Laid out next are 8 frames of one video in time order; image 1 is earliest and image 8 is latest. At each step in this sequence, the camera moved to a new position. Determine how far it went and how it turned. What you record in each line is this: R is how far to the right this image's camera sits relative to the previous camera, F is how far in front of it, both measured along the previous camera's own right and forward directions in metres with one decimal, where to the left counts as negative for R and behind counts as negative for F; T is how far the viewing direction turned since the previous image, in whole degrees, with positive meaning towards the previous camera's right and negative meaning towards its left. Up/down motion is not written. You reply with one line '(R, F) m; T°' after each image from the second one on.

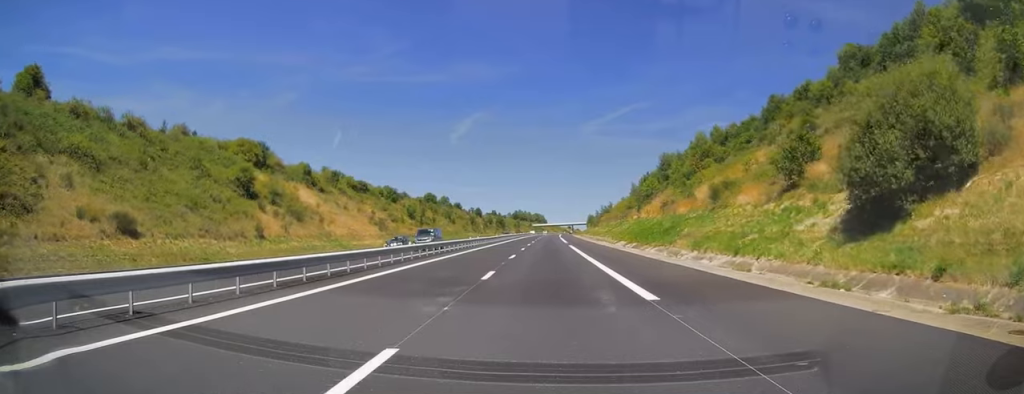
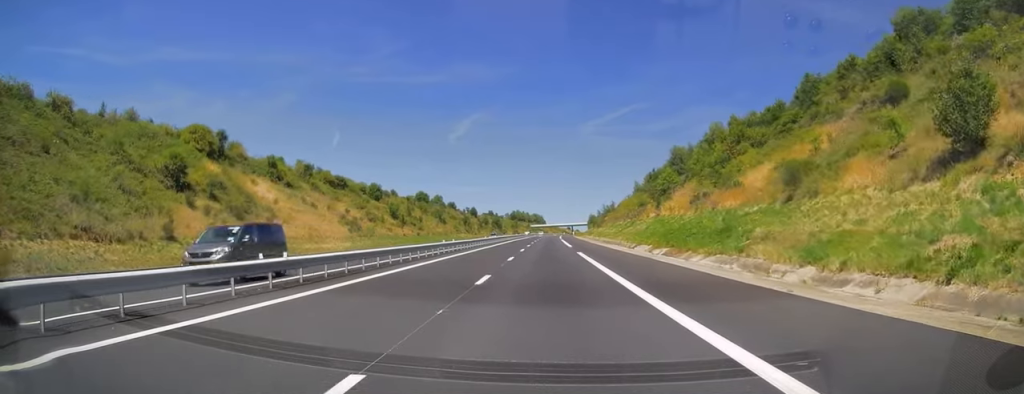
(0.0, +14.2) m; 0°
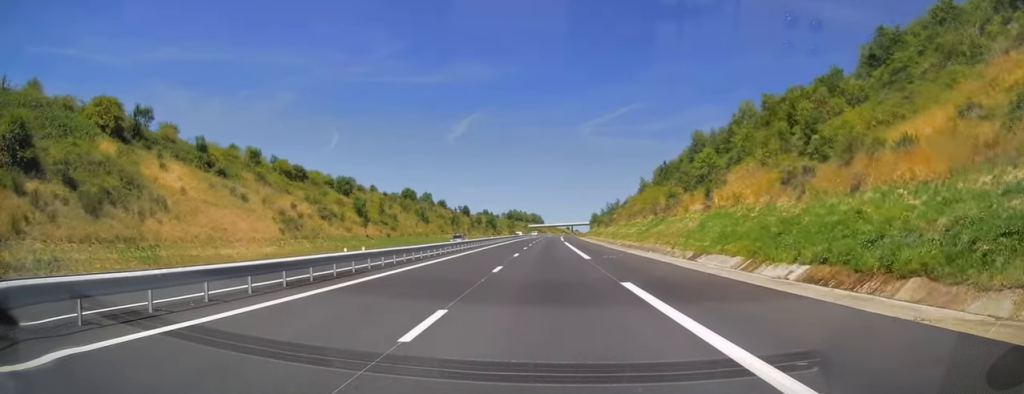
(0.0, +21.1) m; 0°
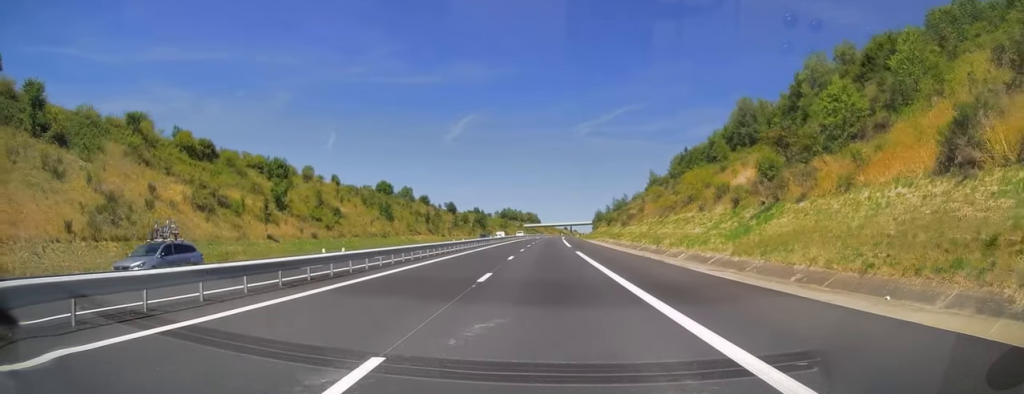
(+0.1, +30.0) m; 0°
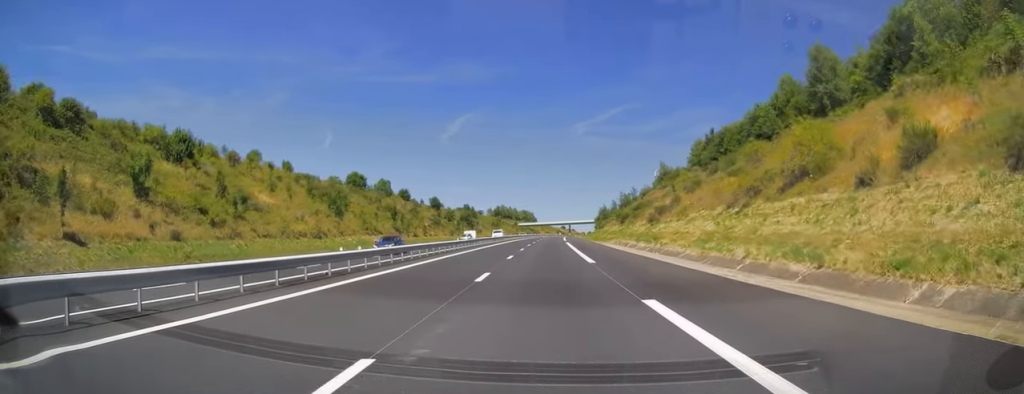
(0.0, +26.1) m; 0°
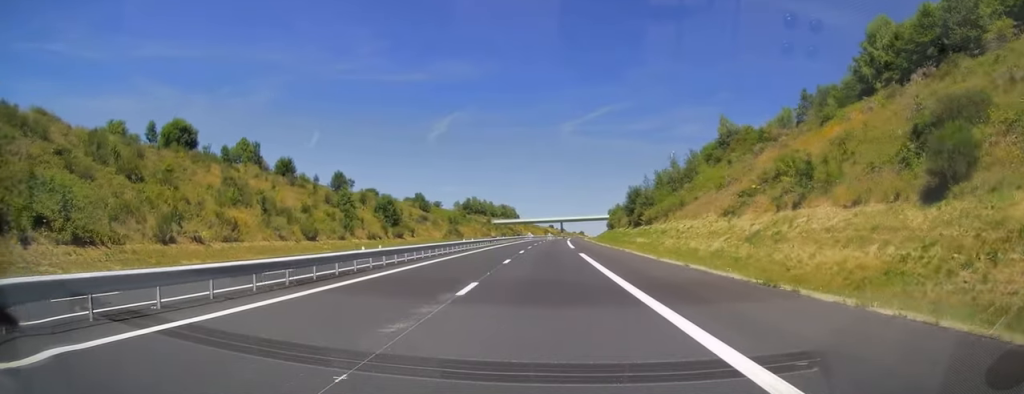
(+1.1, +81.1) m; +1°
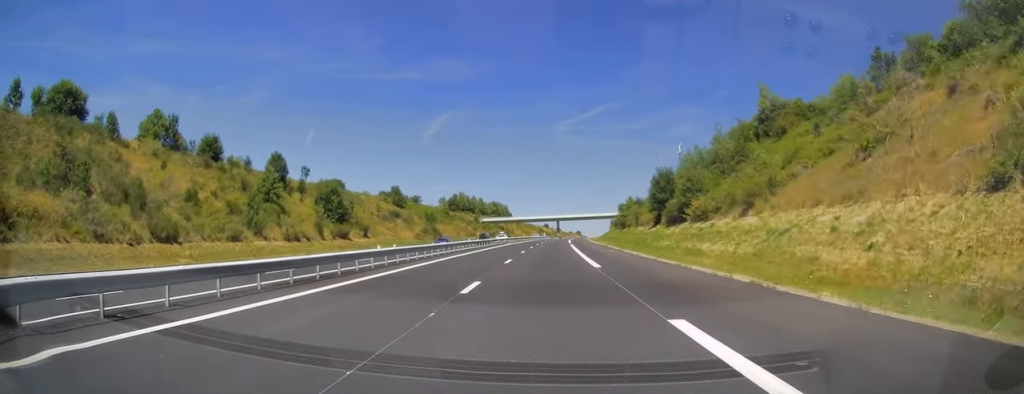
(-0.1, +25.6) m; 0°
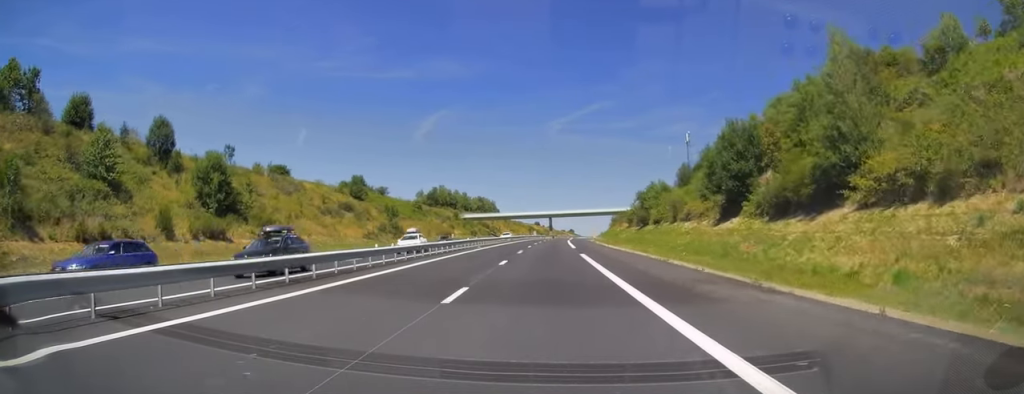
(+0.3, +28.1) m; +1°
